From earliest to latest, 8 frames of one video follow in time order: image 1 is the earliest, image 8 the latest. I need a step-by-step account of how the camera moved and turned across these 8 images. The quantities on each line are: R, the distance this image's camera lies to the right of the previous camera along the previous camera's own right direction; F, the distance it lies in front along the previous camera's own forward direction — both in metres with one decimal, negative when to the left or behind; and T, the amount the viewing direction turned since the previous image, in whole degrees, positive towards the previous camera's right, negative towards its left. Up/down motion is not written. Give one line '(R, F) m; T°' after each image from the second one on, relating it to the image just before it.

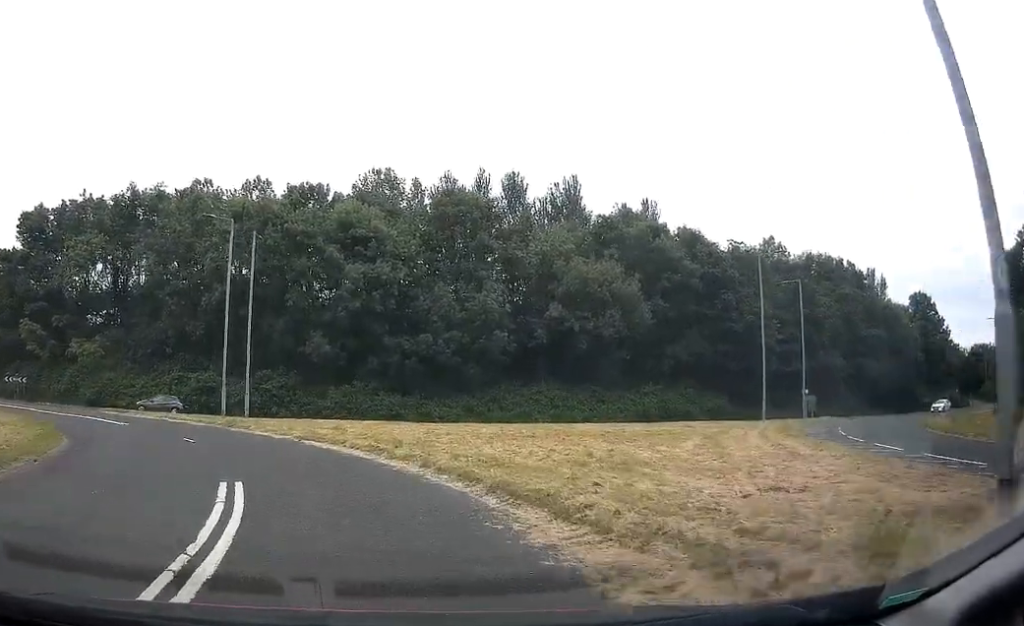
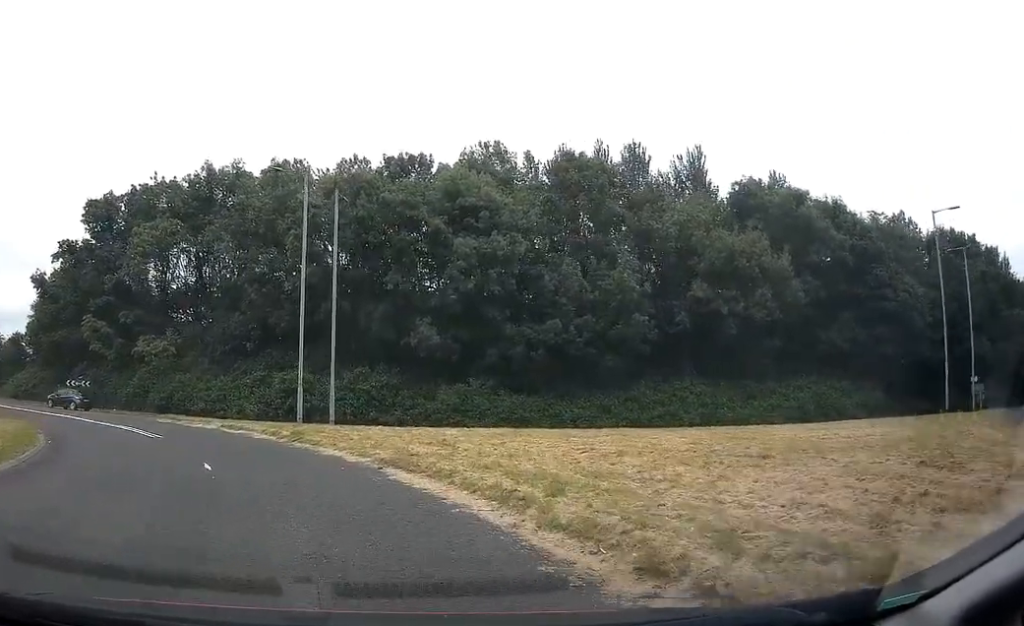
(-0.2, +8.6) m; -6°
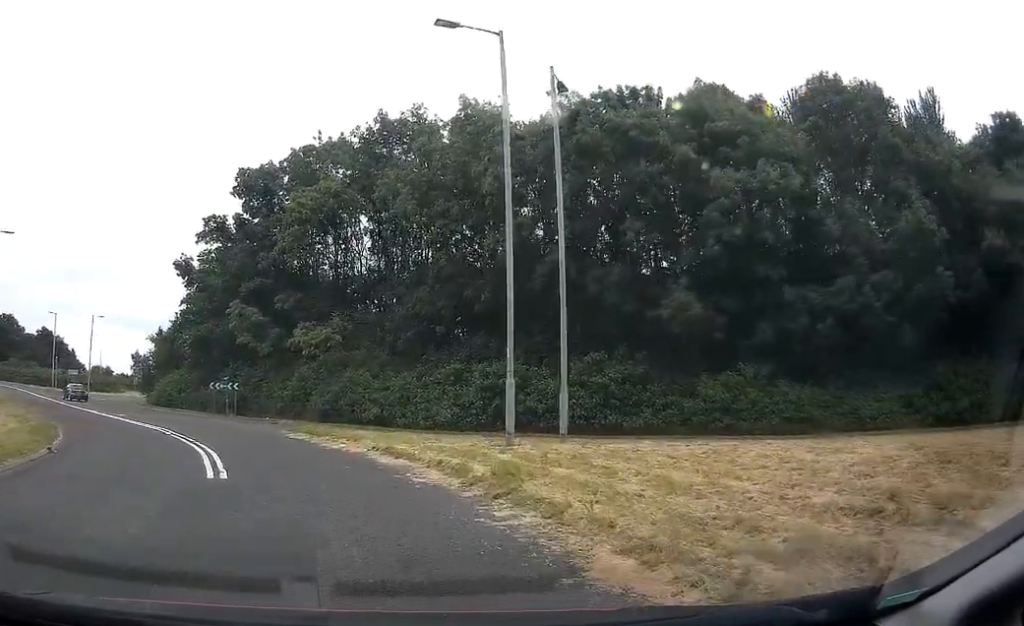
(-1.9, +12.1) m; -20°
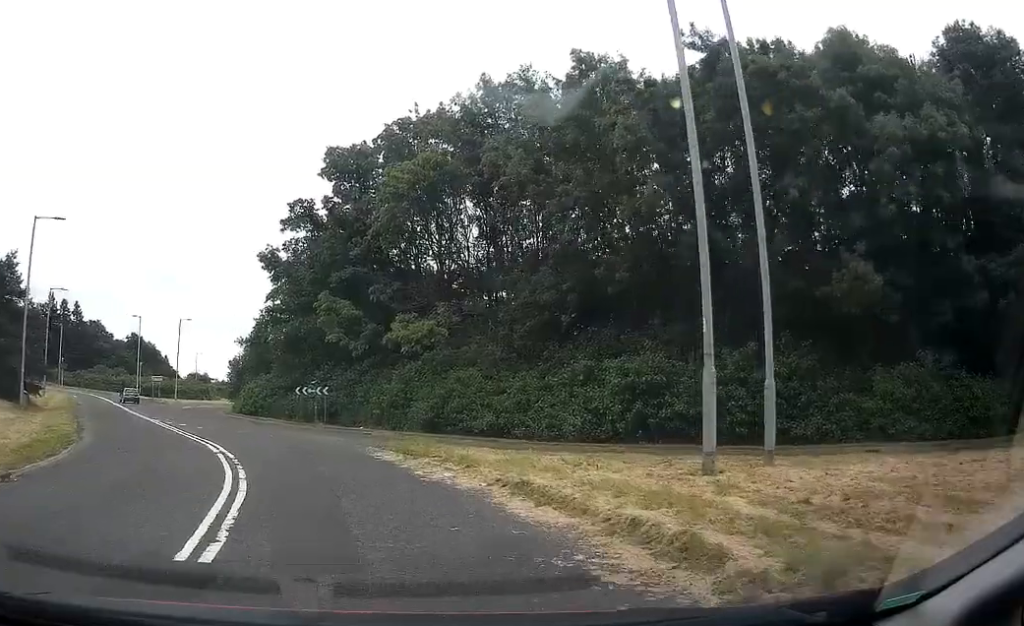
(-0.5, +5.7) m; -12°
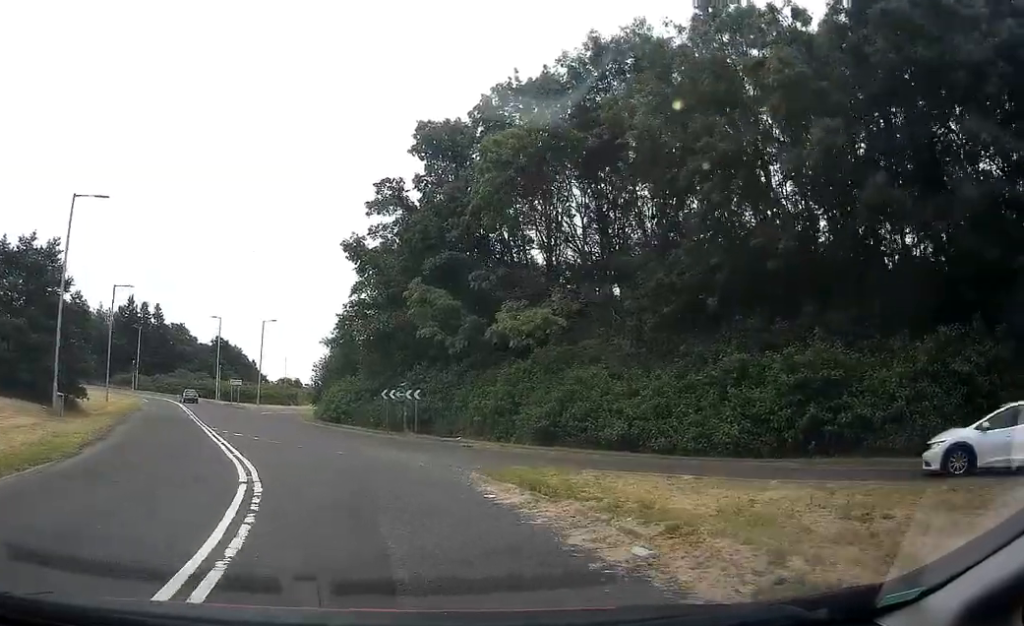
(-0.7, +5.8) m; -7°
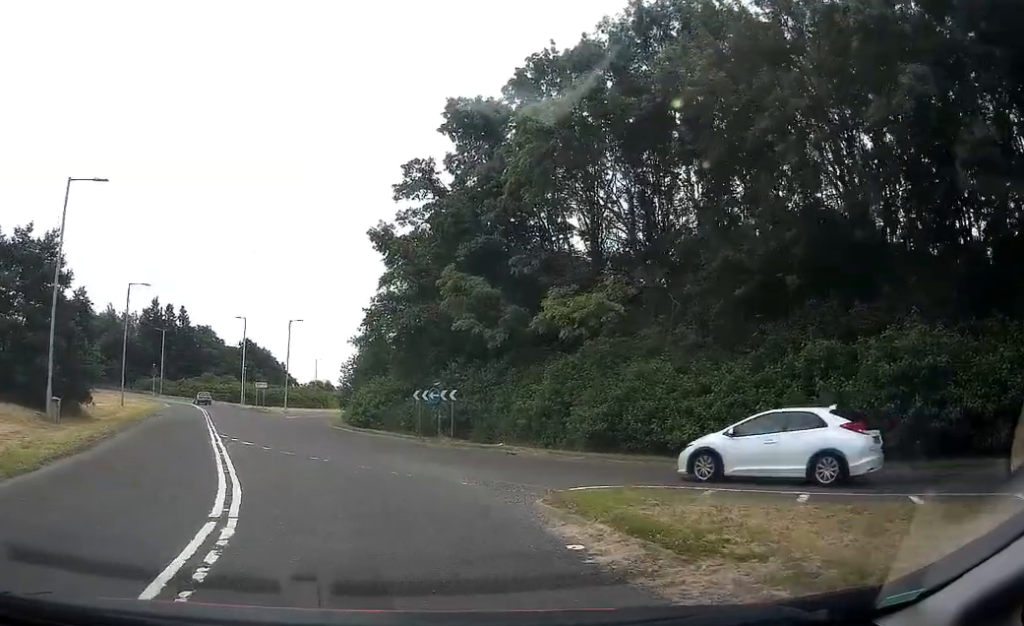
(-0.1, +3.5) m; -3°
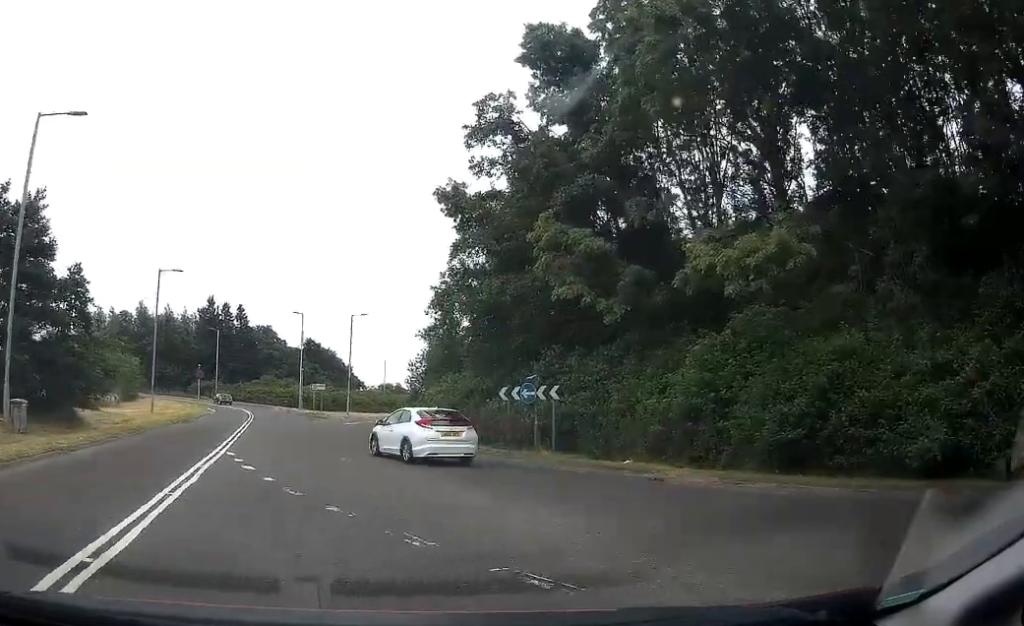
(-0.1, +7.7) m; -4°
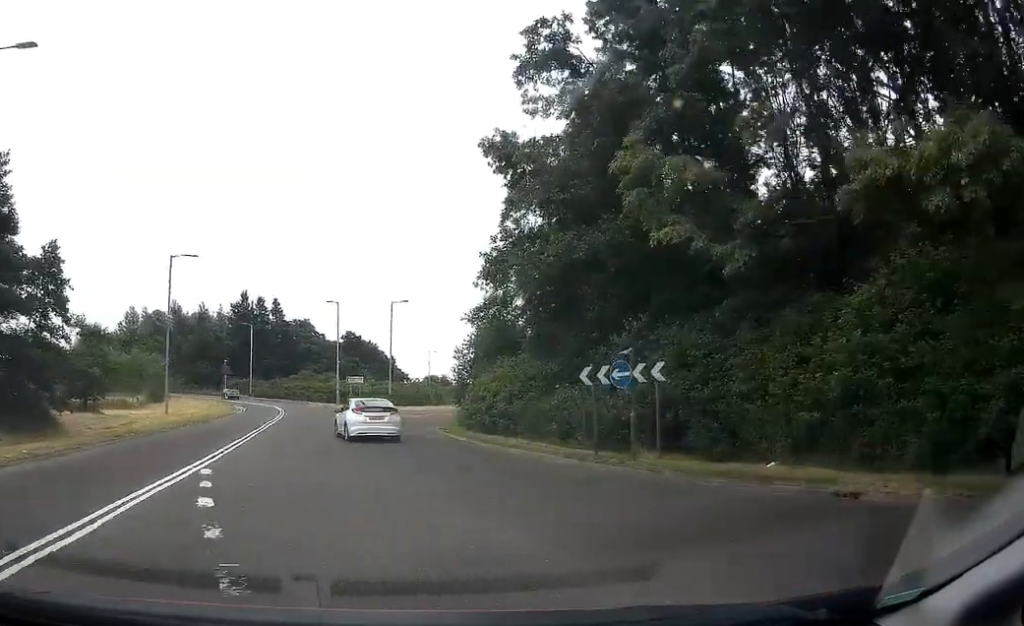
(-0.3, +5.3) m; -3°
